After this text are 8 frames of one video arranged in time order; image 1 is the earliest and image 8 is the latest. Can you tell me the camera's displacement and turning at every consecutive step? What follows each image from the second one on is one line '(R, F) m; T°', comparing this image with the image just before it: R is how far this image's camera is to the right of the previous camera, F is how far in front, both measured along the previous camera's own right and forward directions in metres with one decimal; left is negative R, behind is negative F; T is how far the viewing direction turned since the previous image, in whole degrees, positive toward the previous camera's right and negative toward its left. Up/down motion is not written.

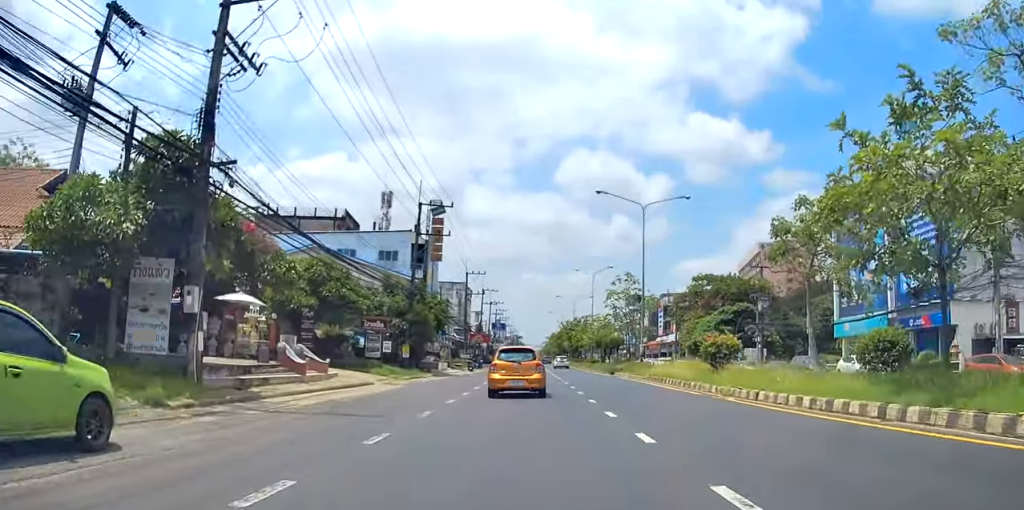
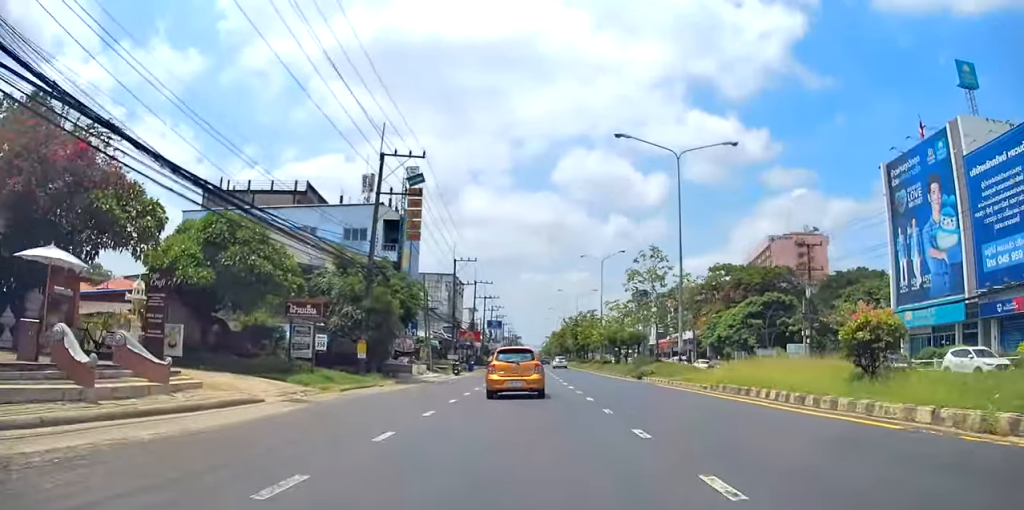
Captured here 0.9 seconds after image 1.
(+0.1, +11.9) m; 0°
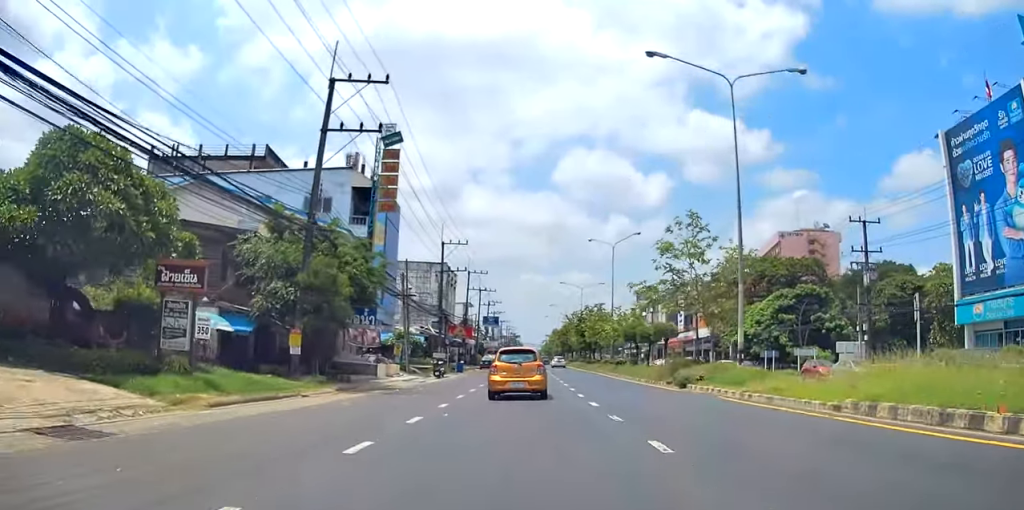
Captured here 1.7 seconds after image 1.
(-0.1, +9.7) m; 0°
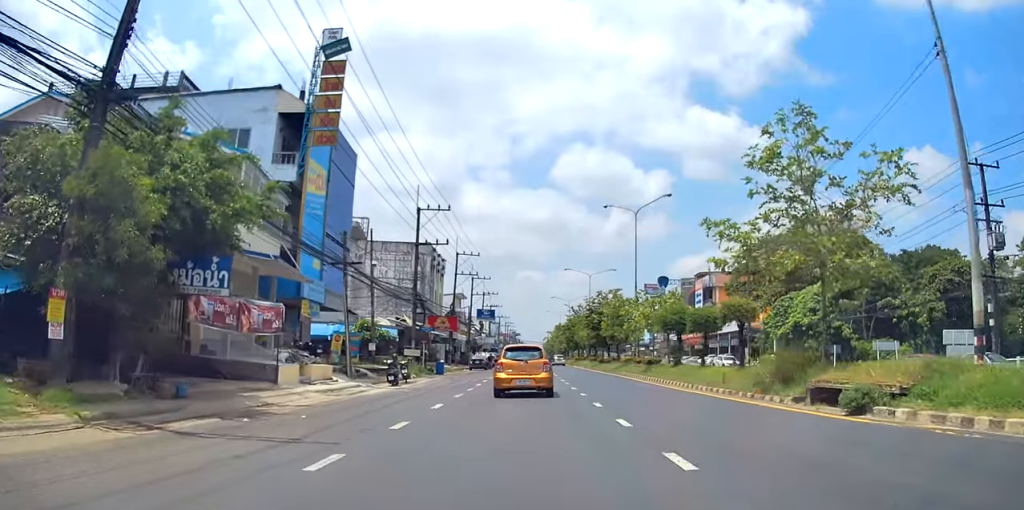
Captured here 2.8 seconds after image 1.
(0.0, +13.7) m; -4°
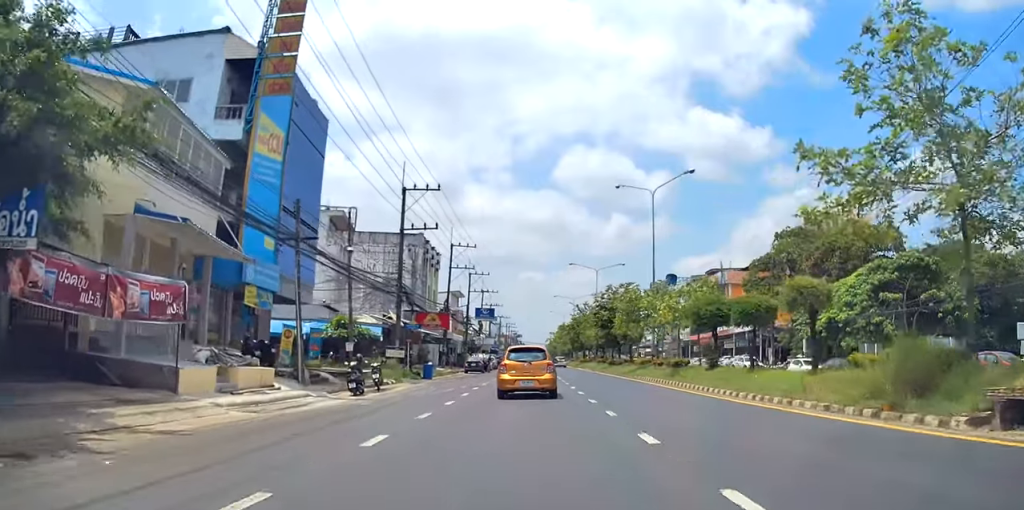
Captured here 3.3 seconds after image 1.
(-0.4, +6.4) m; 0°
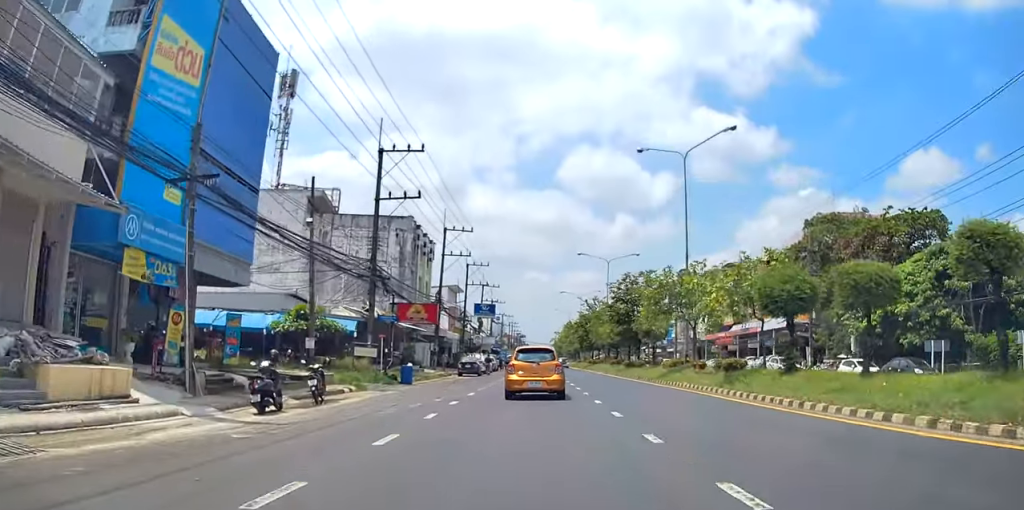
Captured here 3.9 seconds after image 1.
(-0.2, +8.0) m; 0°
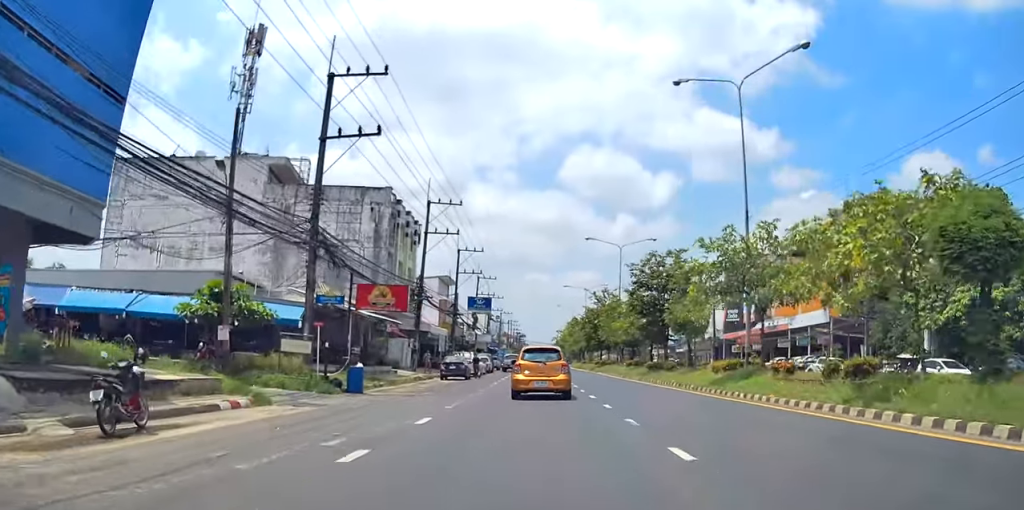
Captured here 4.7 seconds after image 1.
(+0.5, +9.8) m; +3°
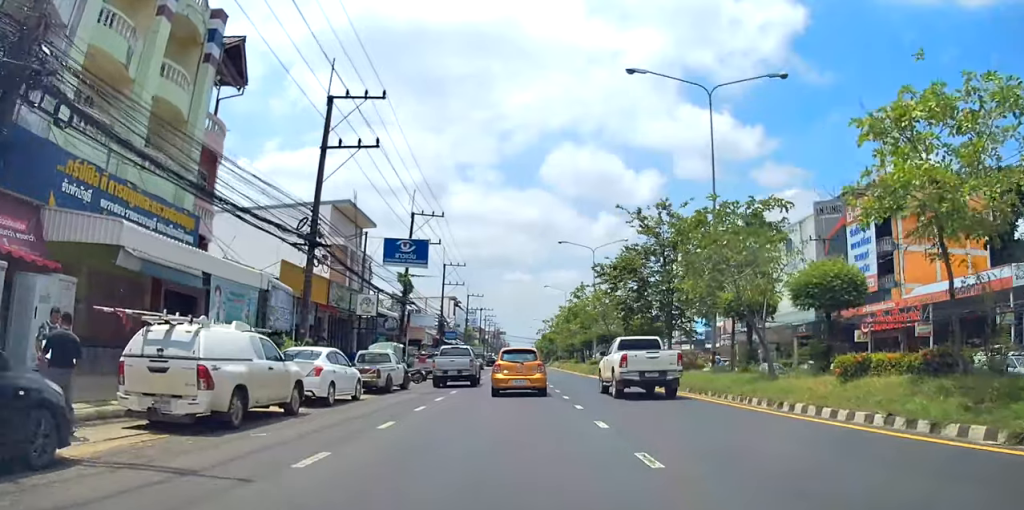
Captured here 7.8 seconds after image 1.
(+1.4, +37.4) m; 0°
